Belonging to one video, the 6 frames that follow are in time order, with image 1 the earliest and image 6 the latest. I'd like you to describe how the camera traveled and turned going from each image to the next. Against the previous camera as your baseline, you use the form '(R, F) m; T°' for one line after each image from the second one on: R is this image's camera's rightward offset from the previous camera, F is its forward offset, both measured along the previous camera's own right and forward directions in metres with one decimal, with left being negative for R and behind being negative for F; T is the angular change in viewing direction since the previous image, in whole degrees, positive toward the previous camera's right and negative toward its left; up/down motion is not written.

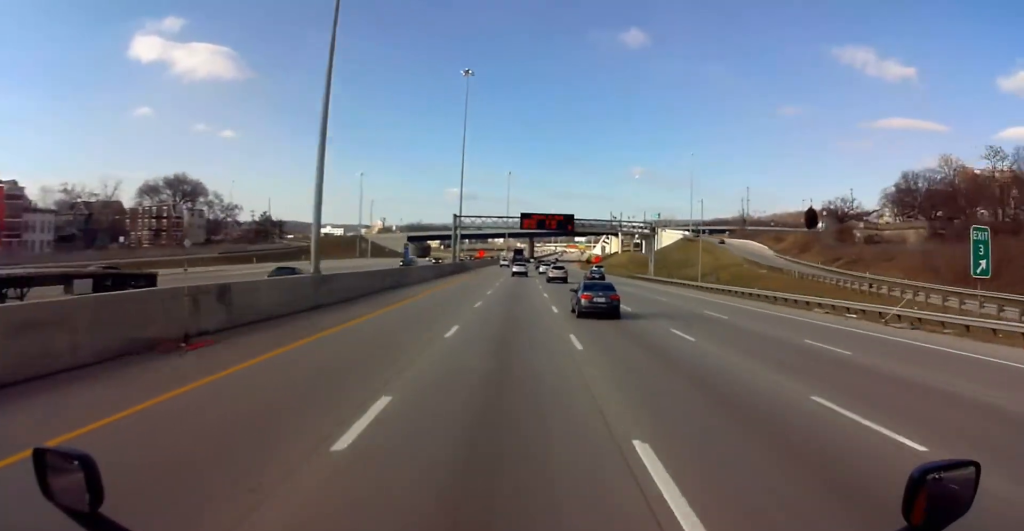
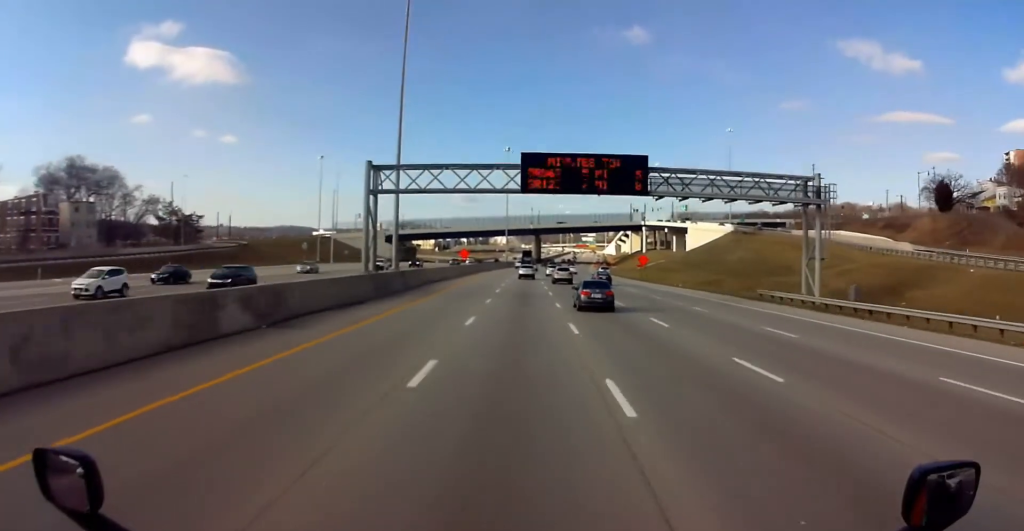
(-0.2, +57.1) m; 0°
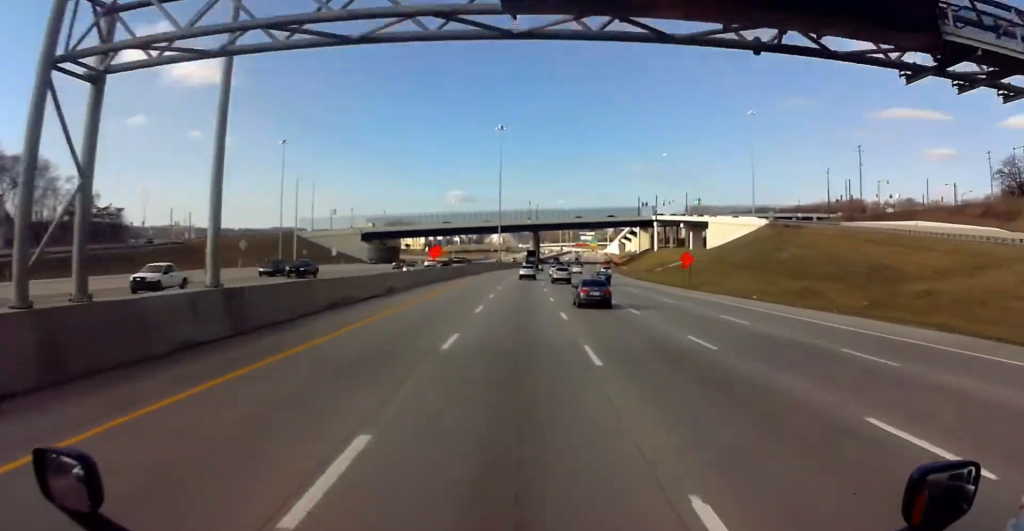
(0.0, +31.6) m; 0°
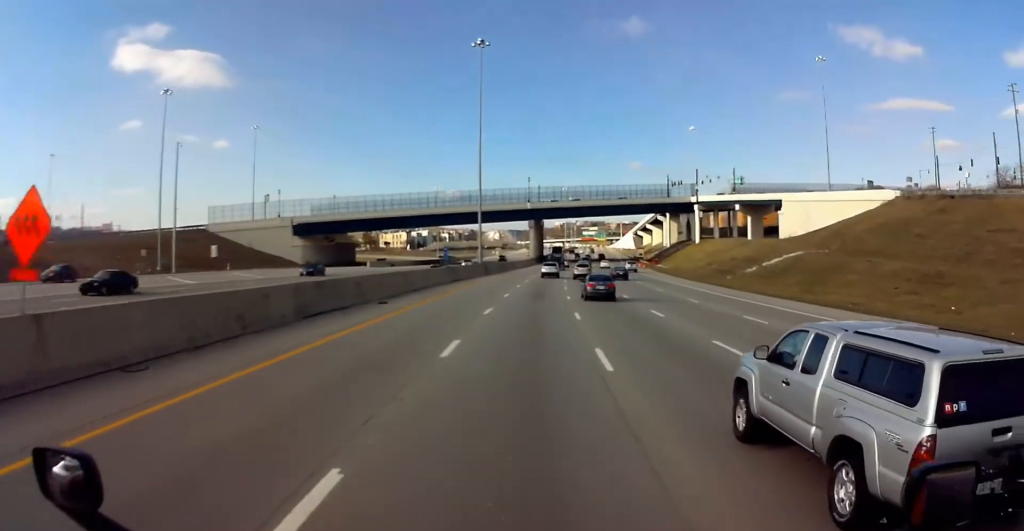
(-0.3, +62.8) m; 0°
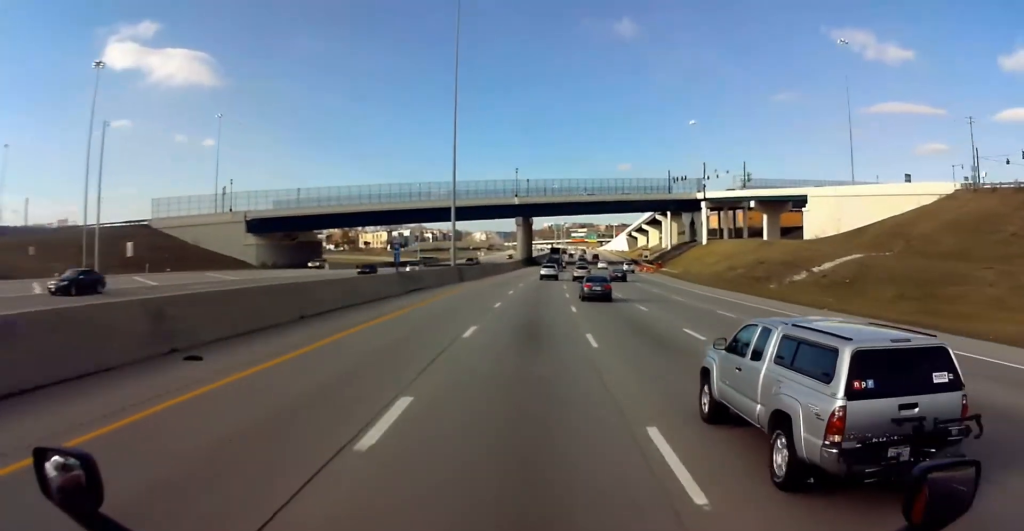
(0.0, +20.1) m; +1°
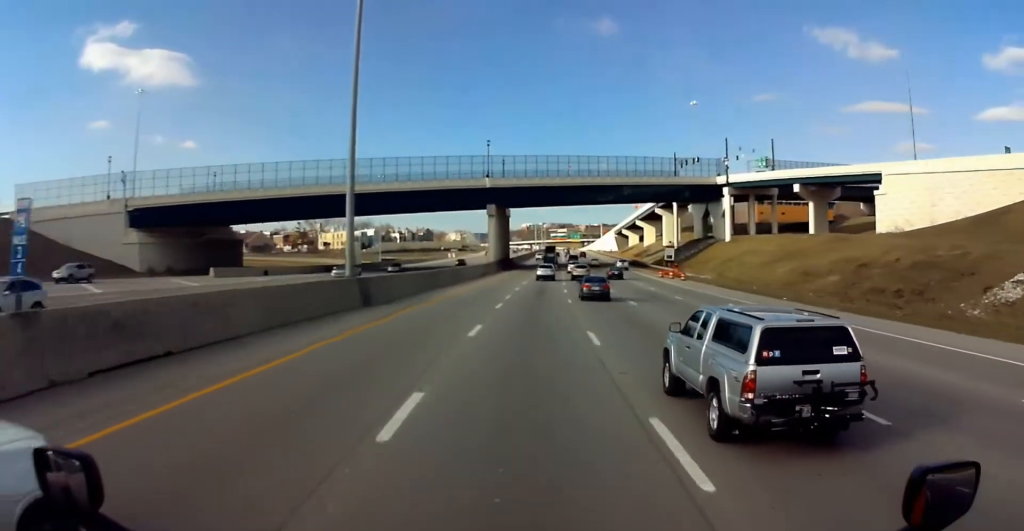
(+0.5, +36.7) m; +2°
